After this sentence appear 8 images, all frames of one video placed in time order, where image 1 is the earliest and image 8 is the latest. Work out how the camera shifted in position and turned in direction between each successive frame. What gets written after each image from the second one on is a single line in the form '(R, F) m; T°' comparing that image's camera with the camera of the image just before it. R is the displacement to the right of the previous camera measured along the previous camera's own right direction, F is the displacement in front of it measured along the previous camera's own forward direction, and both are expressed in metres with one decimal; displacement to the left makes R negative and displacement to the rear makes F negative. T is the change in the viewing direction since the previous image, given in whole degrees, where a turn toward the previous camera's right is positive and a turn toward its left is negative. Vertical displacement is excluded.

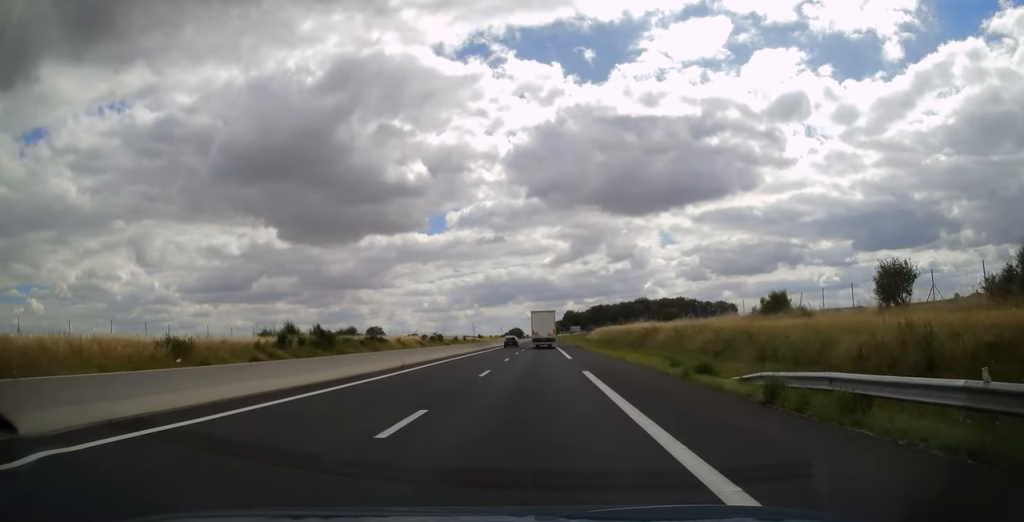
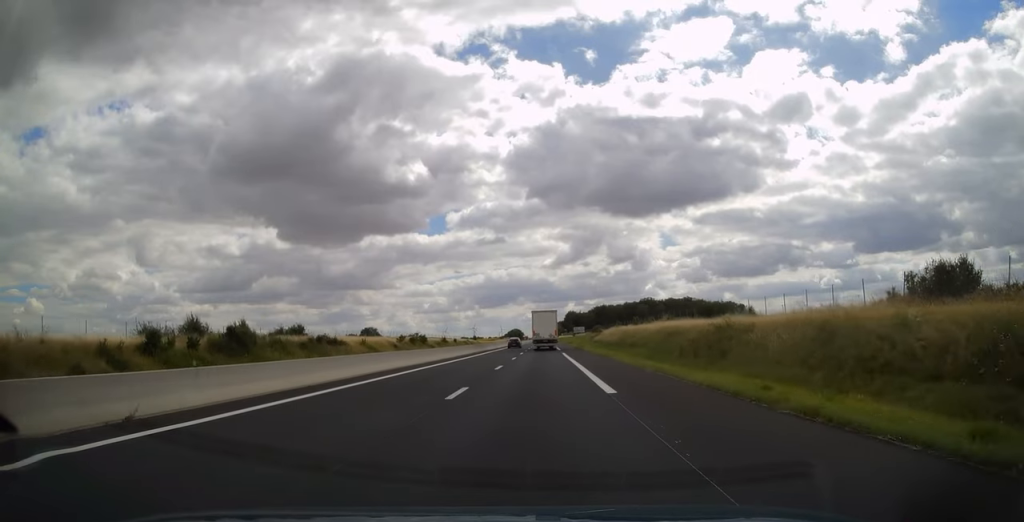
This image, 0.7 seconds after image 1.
(0.0, +20.5) m; 0°
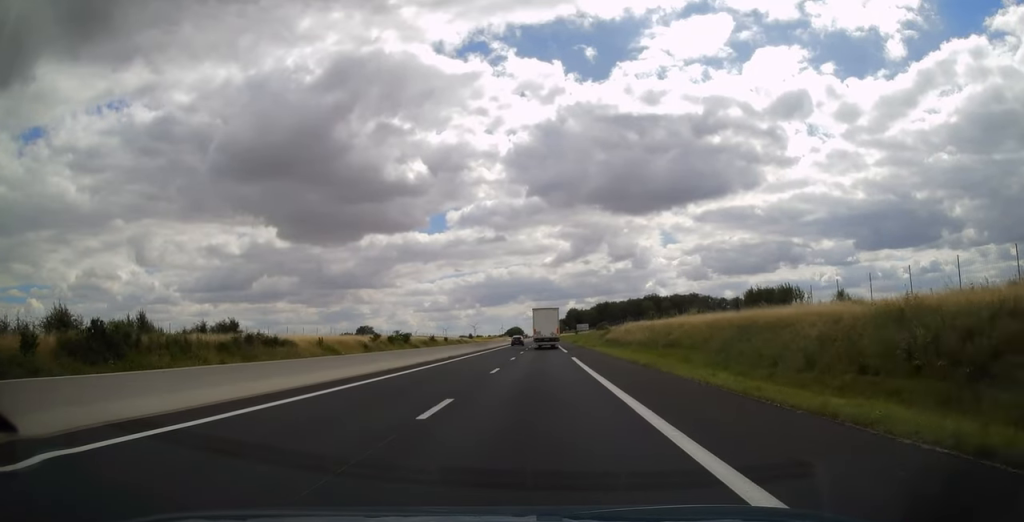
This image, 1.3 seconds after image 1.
(+0.1, +16.4) m; 0°
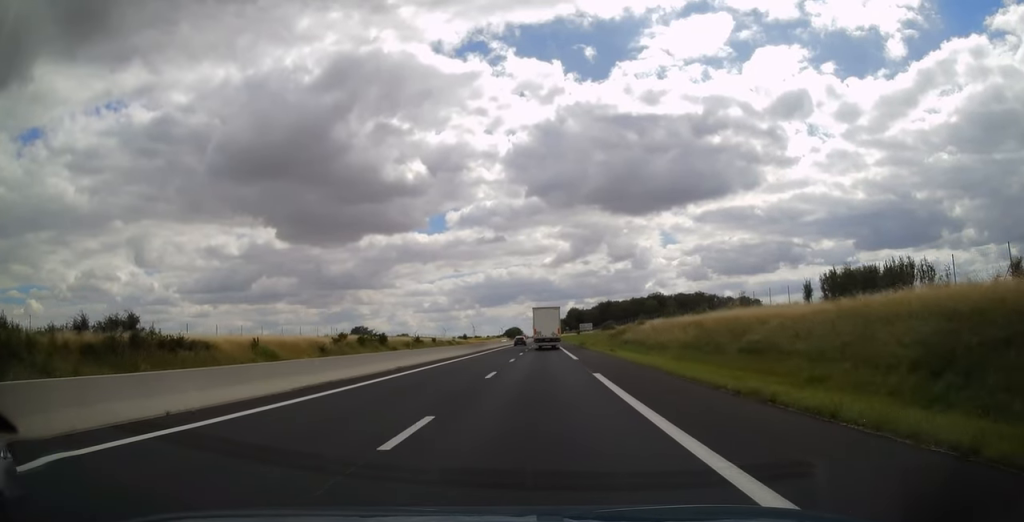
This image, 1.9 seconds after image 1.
(-0.1, +15.5) m; 0°
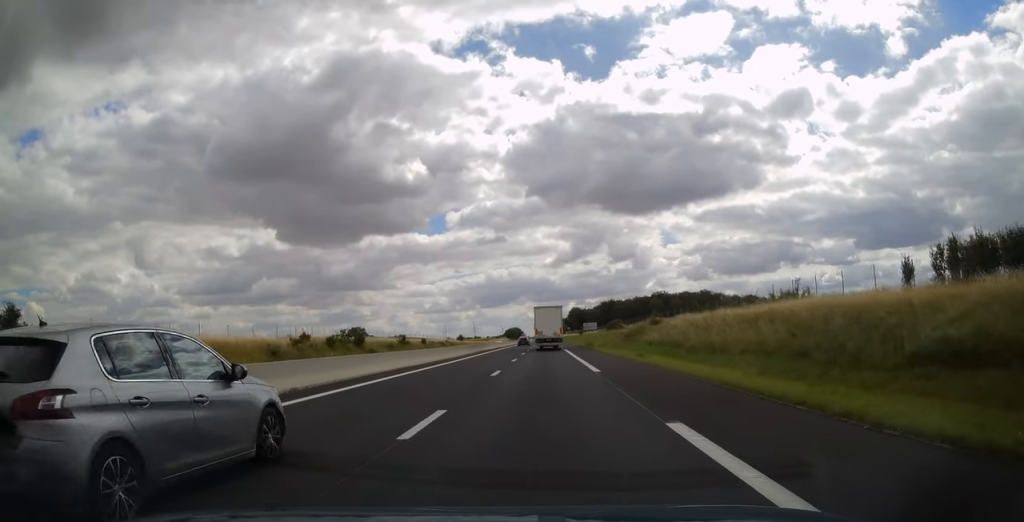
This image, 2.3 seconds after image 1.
(-0.1, +12.2) m; 0°
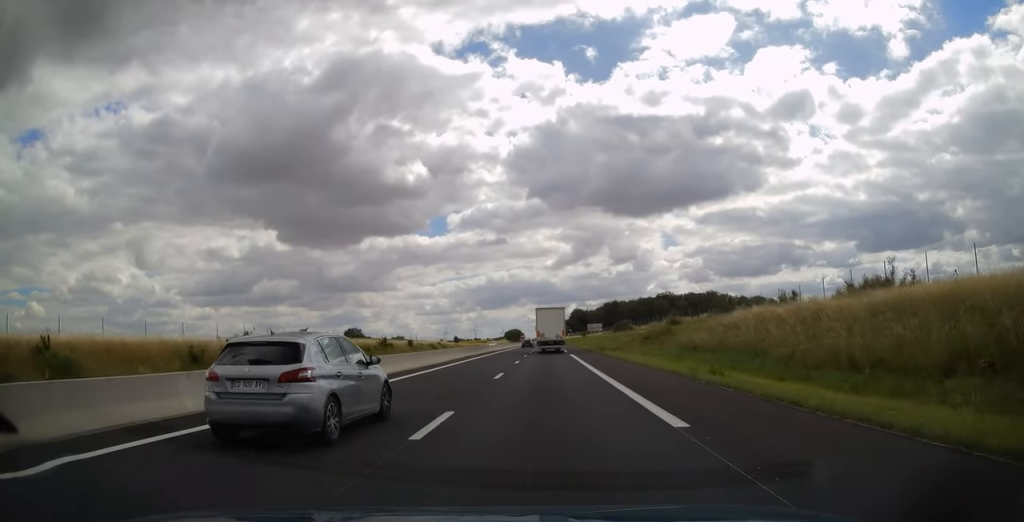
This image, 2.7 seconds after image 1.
(+0.1, +12.8) m; 0°
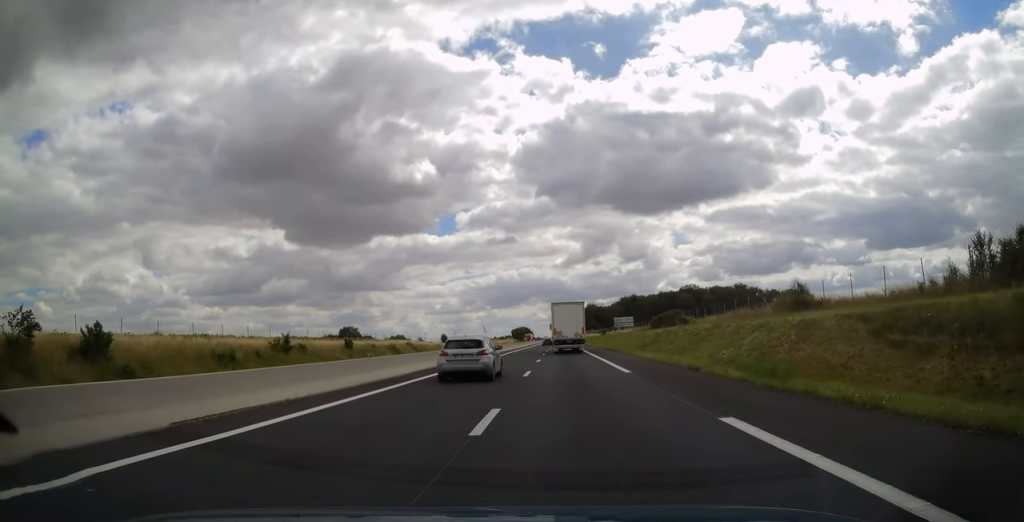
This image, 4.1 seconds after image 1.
(-0.2, +38.4) m; -1°
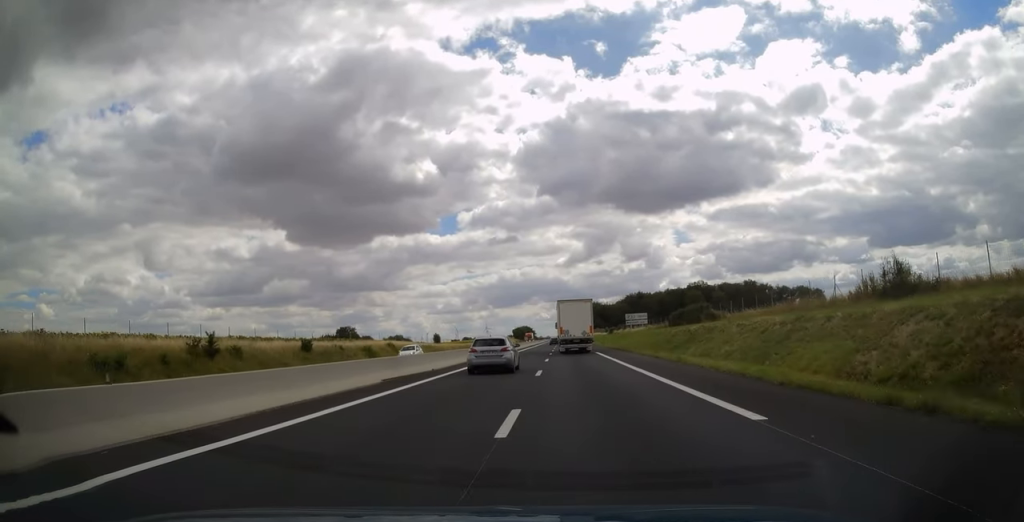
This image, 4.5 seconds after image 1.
(0.0, +13.1) m; 0°
